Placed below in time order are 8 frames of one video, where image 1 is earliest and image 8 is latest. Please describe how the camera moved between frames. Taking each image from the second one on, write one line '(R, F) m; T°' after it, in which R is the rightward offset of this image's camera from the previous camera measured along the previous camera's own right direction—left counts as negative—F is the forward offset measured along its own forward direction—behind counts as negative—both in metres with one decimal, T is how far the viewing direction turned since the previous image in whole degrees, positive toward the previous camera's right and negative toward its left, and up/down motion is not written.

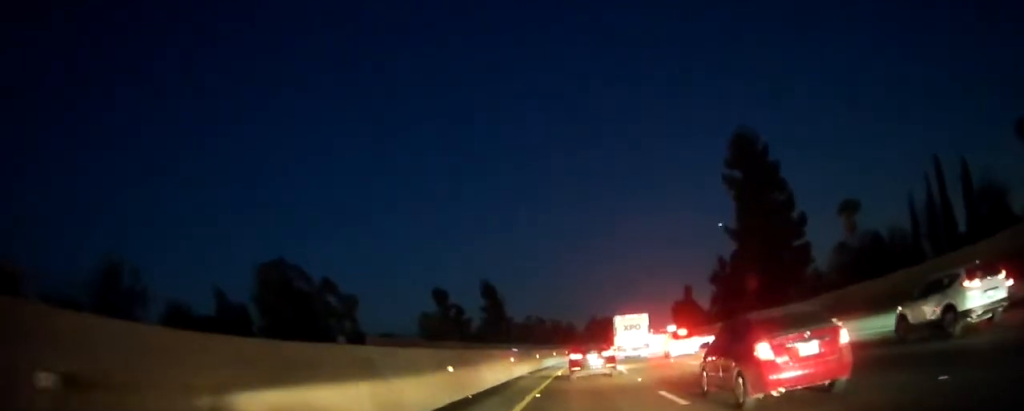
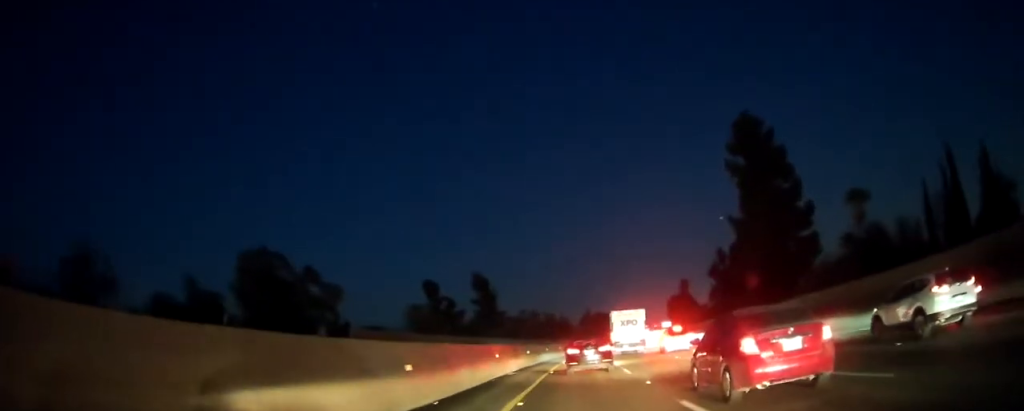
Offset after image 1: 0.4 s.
(0.0, +3.1) m; 0°
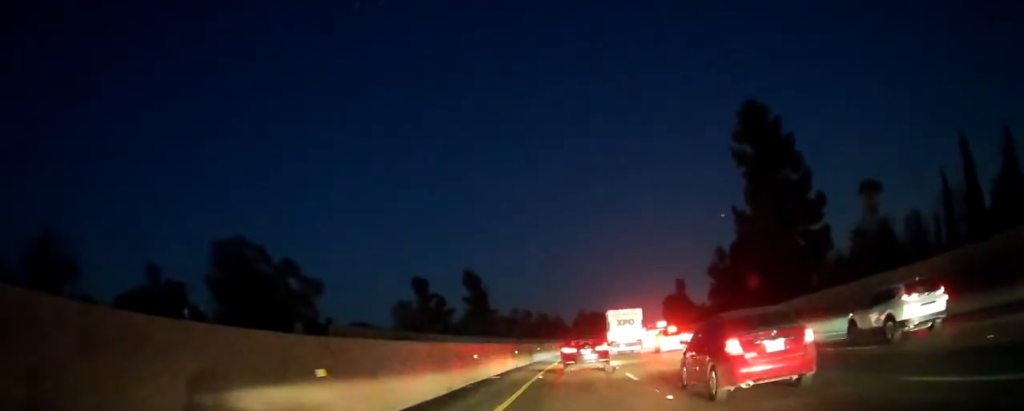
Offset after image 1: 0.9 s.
(-0.1, +4.1) m; 0°
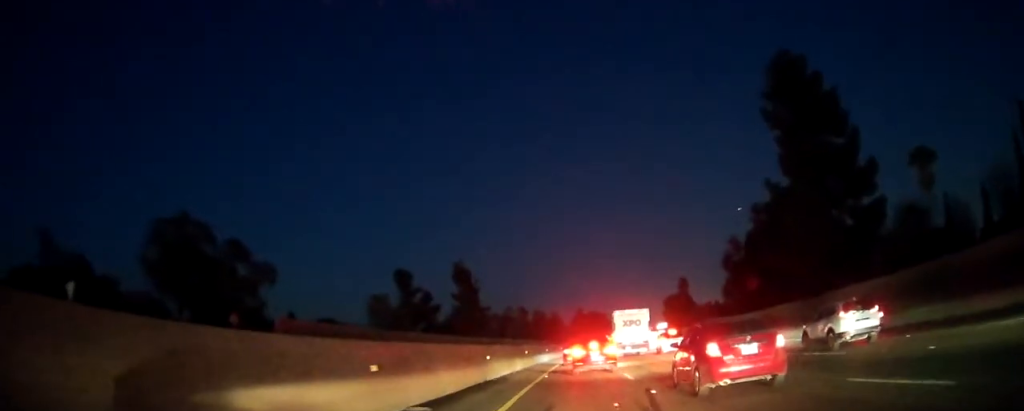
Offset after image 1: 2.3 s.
(+0.2, +12.1) m; +2°
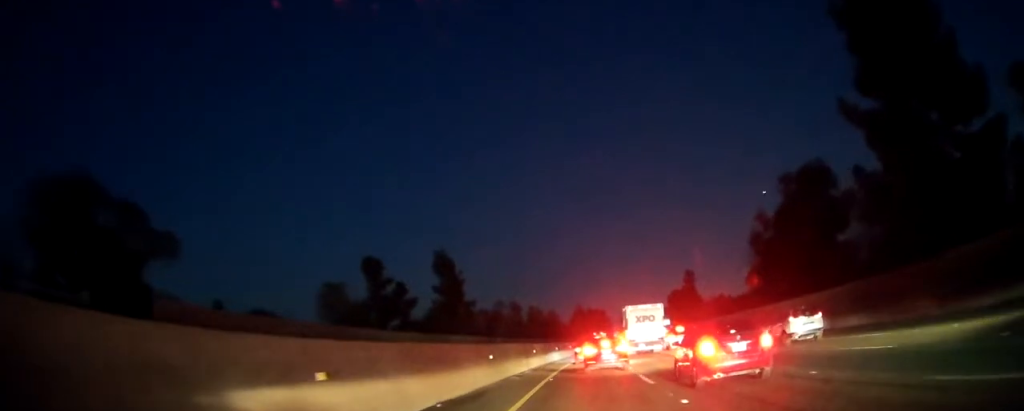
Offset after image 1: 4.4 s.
(-0.5, +18.1) m; -2°
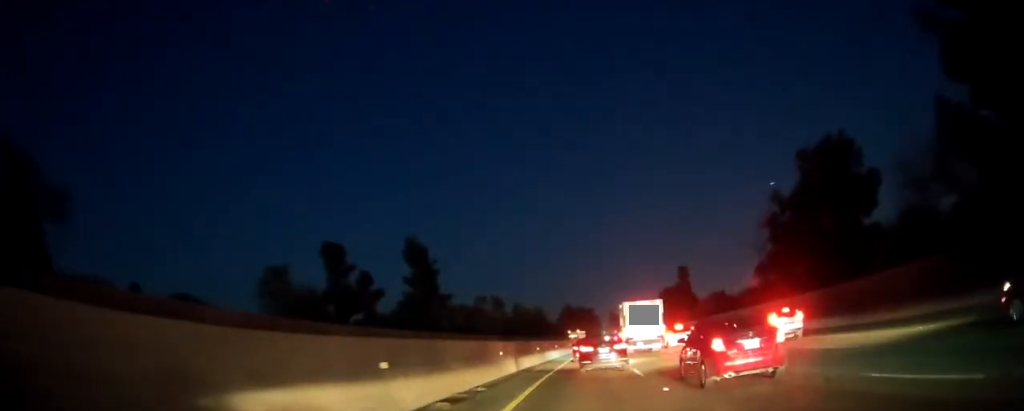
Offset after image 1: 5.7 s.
(+0.2, +11.8) m; +1°
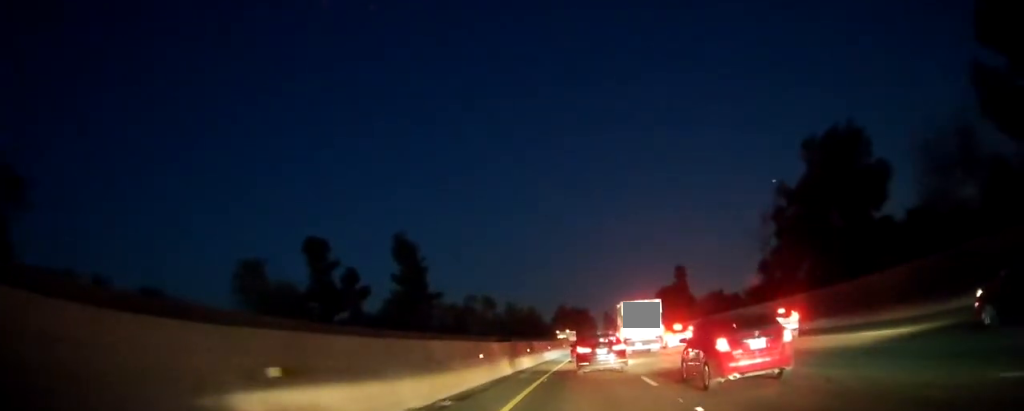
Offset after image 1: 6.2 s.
(-0.1, +3.9) m; 0°
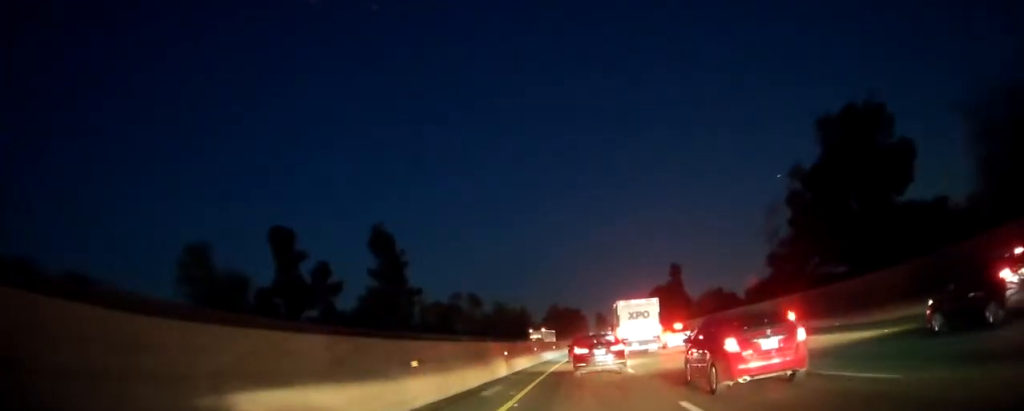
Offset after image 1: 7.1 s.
(+0.1, +8.4) m; +1°
